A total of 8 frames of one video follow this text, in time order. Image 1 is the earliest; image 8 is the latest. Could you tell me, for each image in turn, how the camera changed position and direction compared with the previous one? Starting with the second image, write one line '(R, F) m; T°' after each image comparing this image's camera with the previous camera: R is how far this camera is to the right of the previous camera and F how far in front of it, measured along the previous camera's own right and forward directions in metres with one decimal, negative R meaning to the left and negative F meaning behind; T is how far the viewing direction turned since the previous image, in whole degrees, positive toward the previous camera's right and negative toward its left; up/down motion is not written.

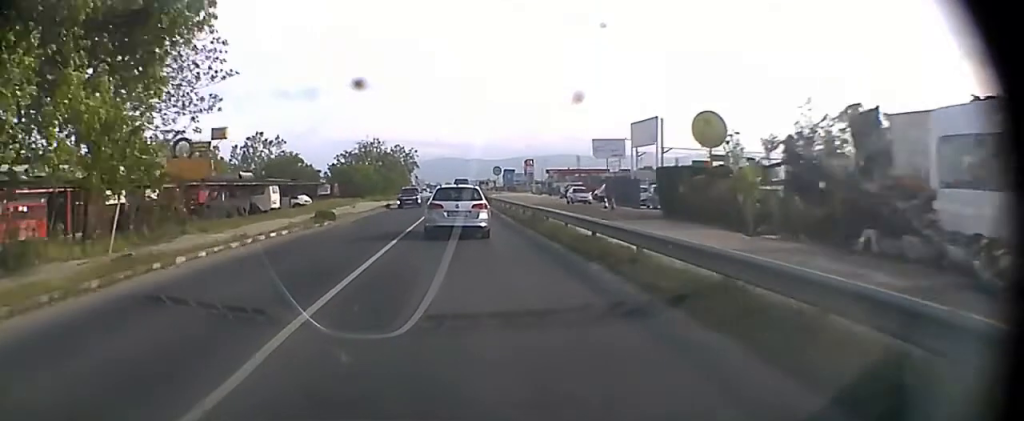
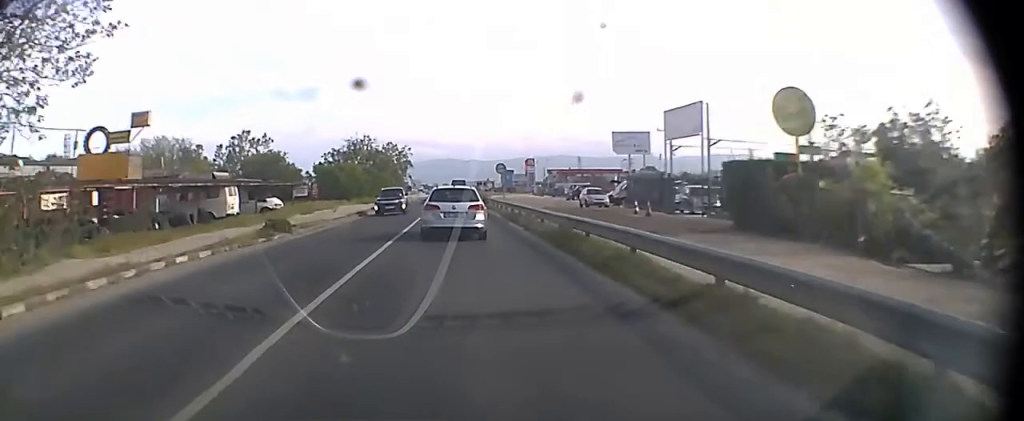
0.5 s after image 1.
(0.0, +8.0) m; 0°
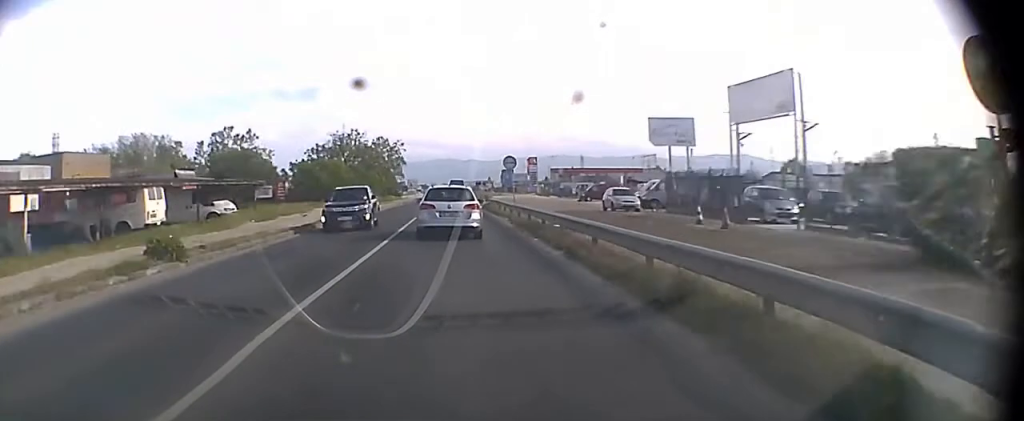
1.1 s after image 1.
(0.0, +9.6) m; 0°
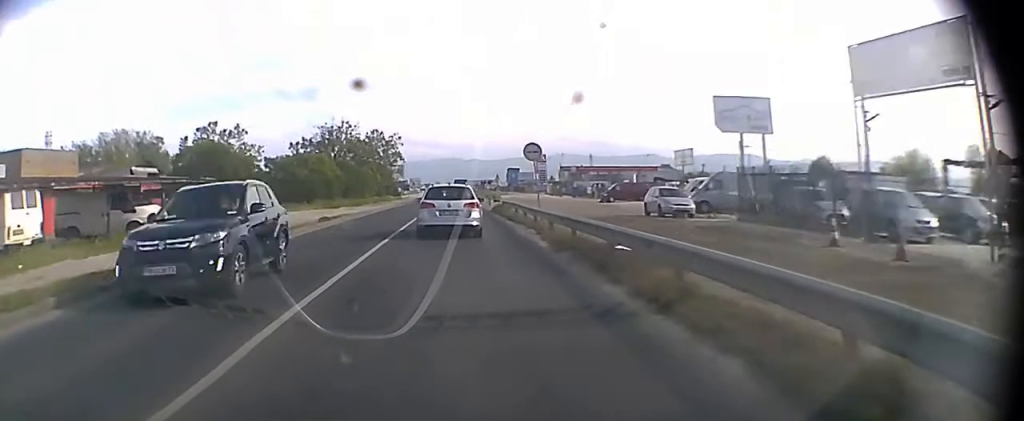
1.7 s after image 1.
(0.0, +9.6) m; 0°
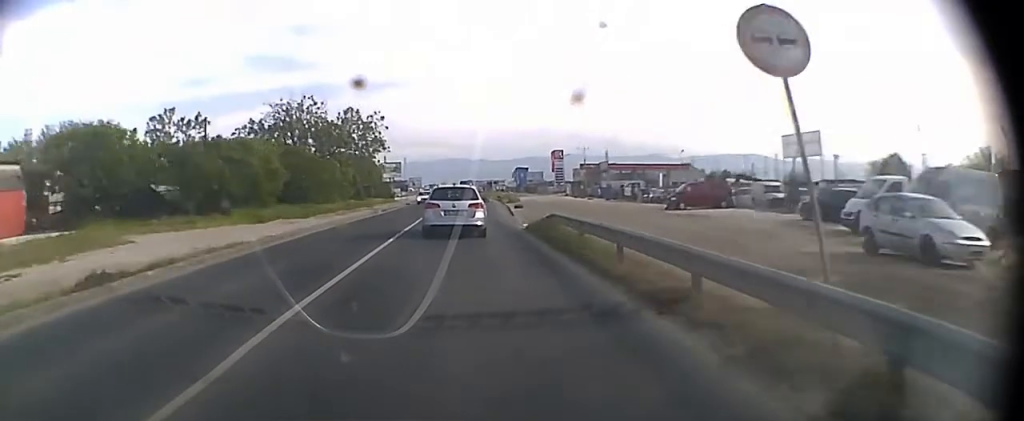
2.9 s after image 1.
(-0.1, +19.2) m; 0°
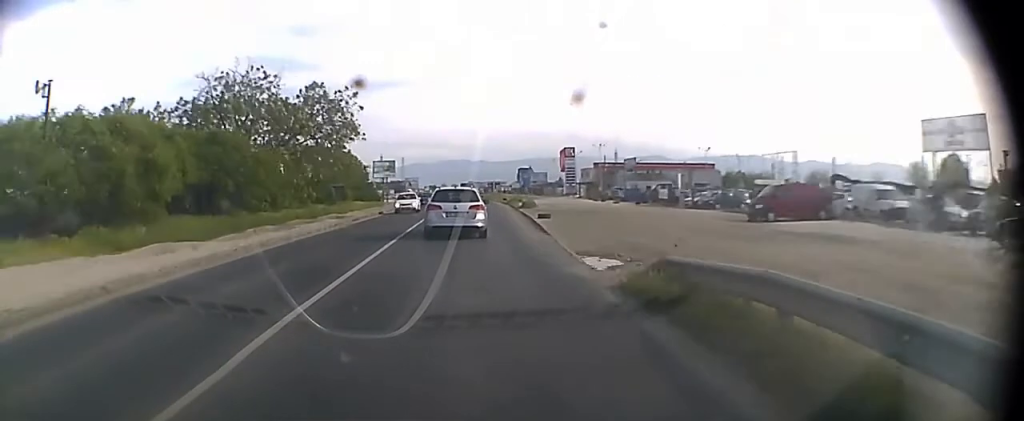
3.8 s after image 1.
(0.0, +14.2) m; 0°
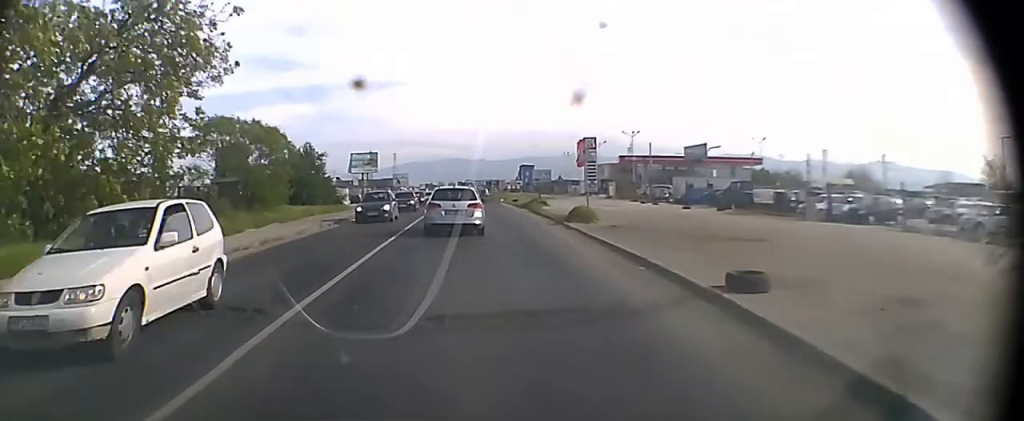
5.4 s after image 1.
(0.0, +25.1) m; 0°
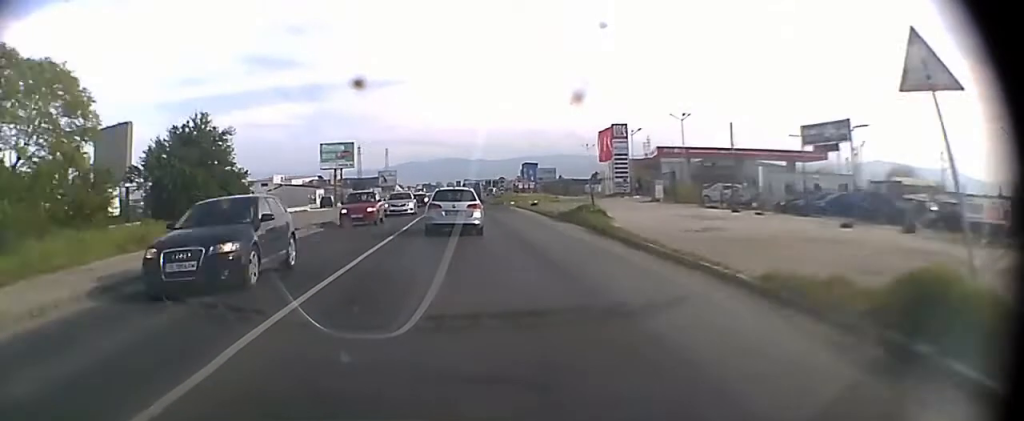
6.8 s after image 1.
(0.0, +22.0) m; 0°
